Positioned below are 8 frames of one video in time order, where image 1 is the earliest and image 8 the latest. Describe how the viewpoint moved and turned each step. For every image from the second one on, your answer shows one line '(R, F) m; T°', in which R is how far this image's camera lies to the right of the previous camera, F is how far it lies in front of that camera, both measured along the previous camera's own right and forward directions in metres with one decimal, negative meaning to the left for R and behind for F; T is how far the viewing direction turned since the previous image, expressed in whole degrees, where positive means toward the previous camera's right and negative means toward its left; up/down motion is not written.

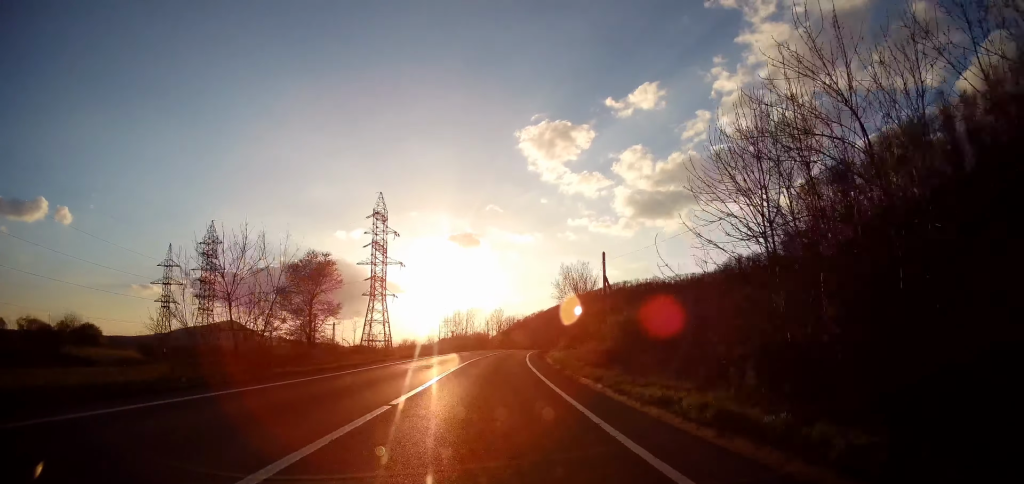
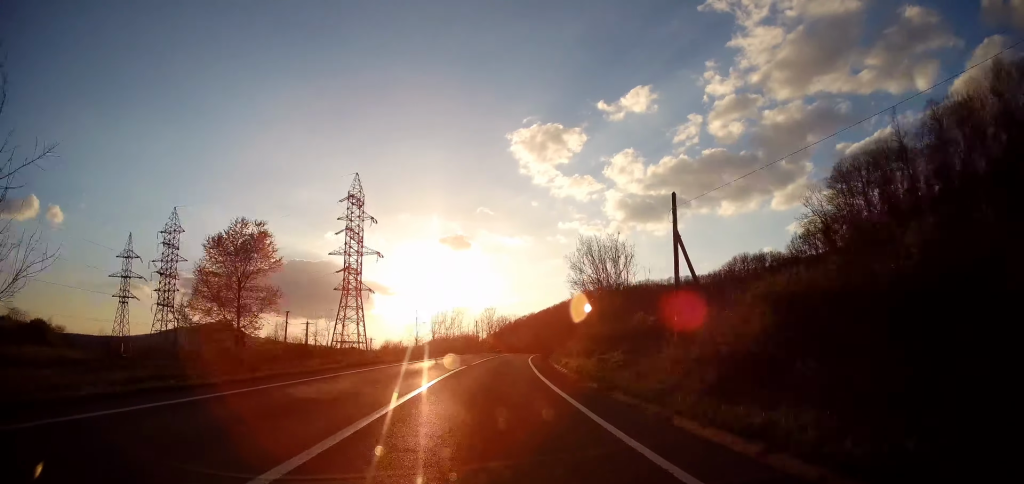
(+0.1, +13.3) m; +1°
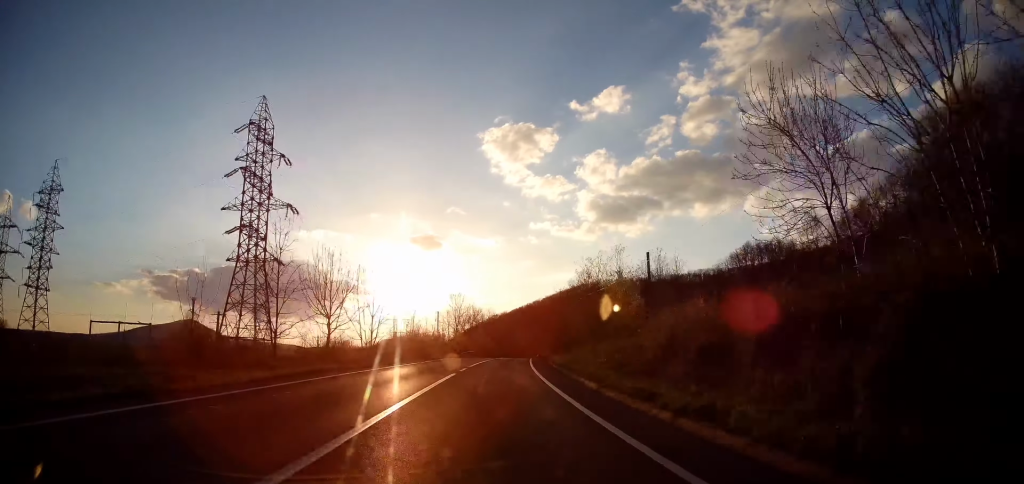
(+0.4, +30.7) m; +2°
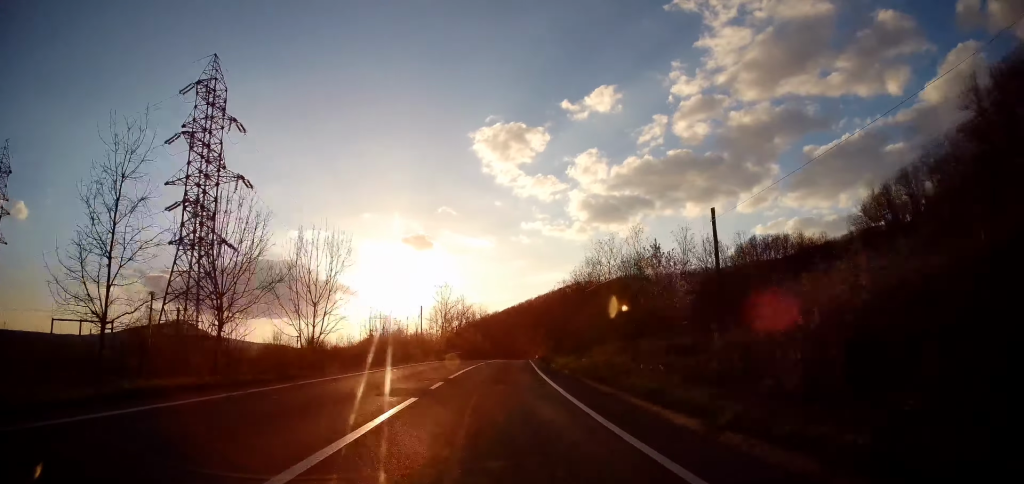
(+0.1, +10.7) m; +1°
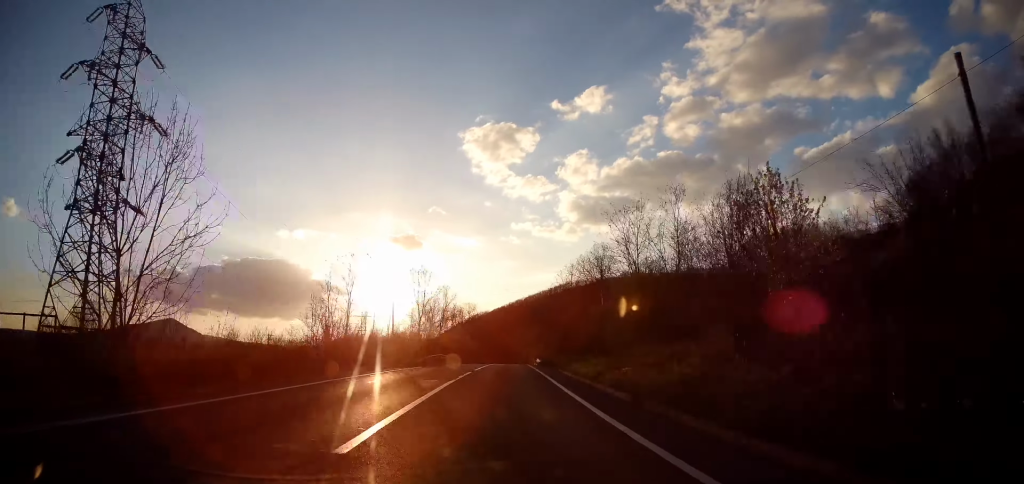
(0.0, +14.0) m; +2°
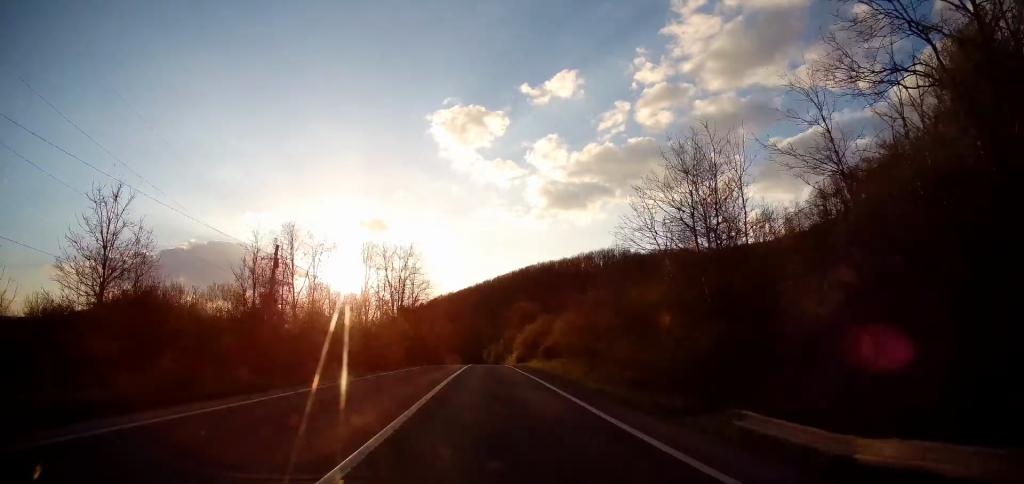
(+3.0, +57.5) m; +5°
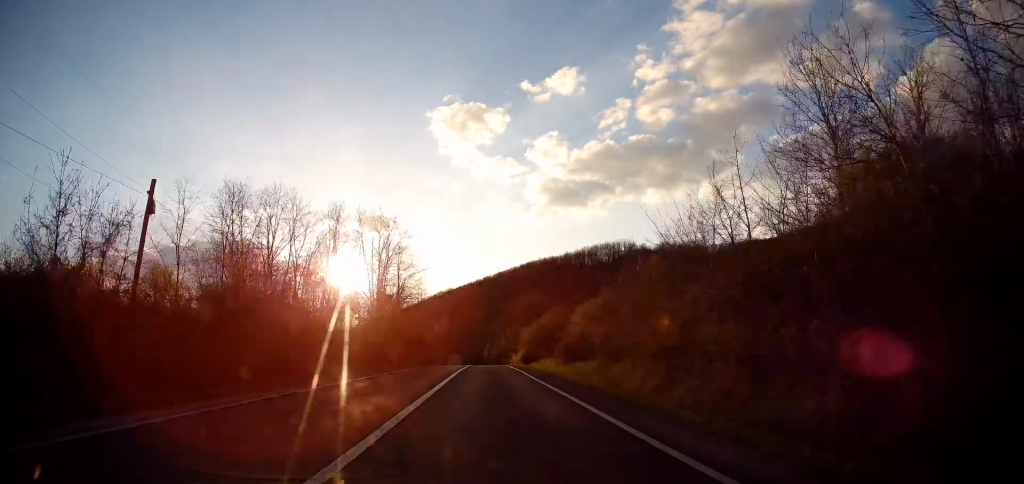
(+0.2, +11.6) m; +1°
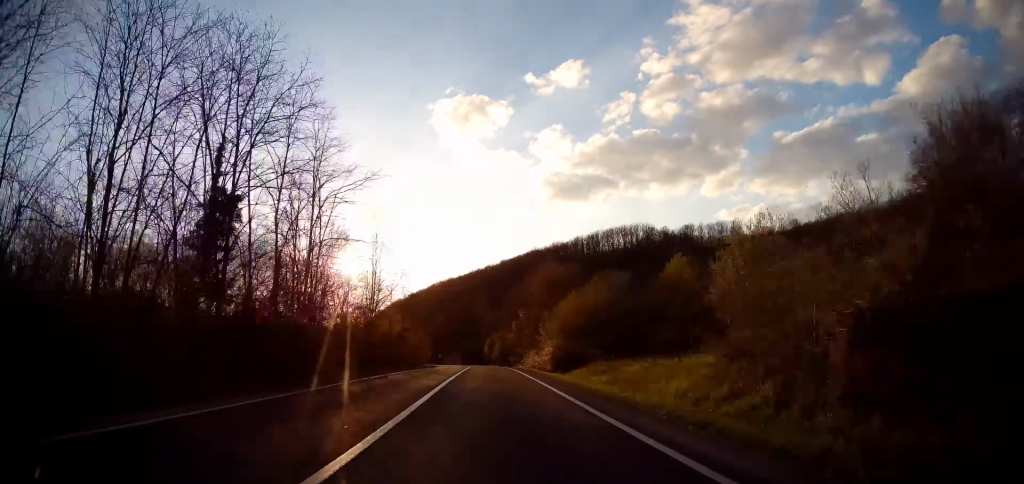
(+0.3, +29.1) m; 0°
